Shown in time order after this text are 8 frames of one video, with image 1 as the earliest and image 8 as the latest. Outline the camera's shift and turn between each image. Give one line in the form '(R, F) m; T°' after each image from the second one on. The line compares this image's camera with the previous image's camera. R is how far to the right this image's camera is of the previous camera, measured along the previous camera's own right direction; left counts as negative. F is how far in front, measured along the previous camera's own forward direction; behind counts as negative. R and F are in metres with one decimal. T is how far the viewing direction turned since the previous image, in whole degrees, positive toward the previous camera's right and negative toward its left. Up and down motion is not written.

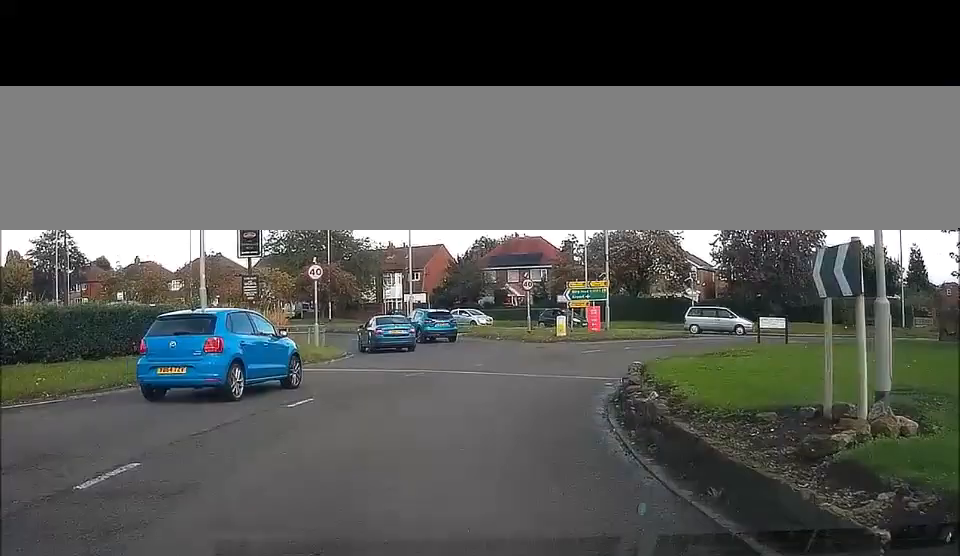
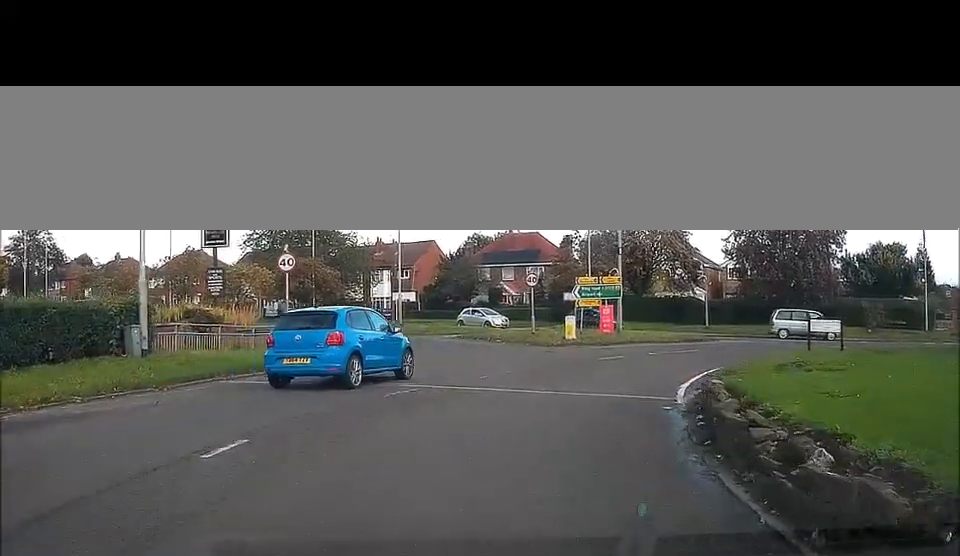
(-0.2, +4.4) m; +1°
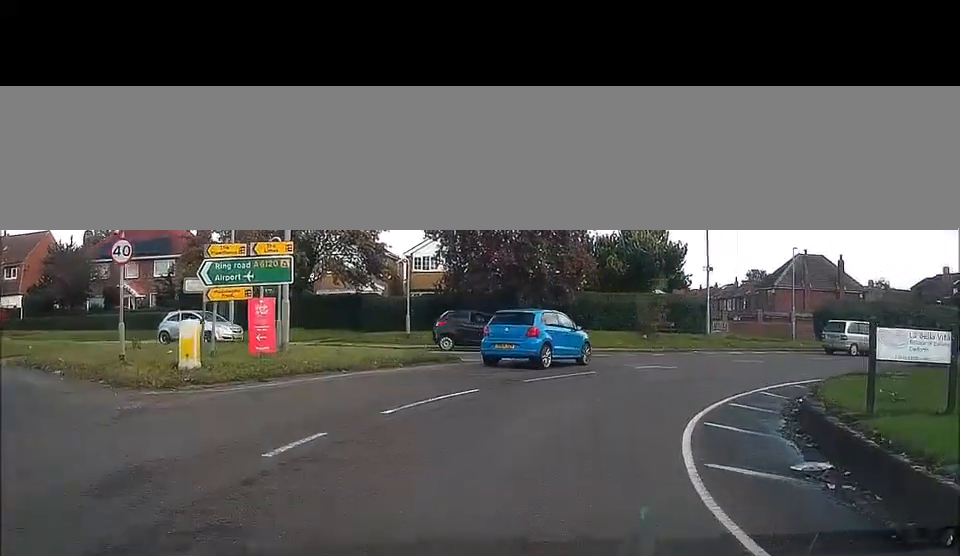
(+2.6, +18.3) m; +21°
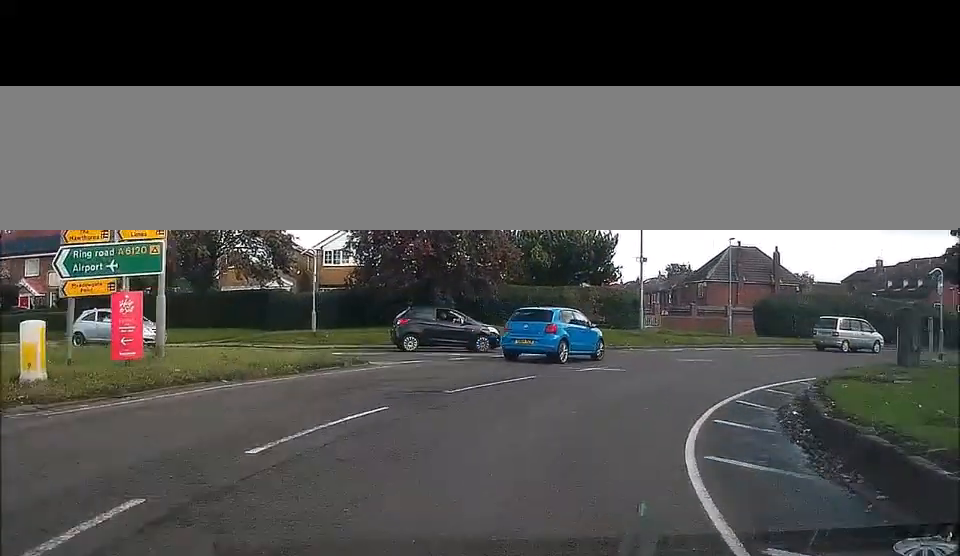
(+0.1, +3.7) m; +7°
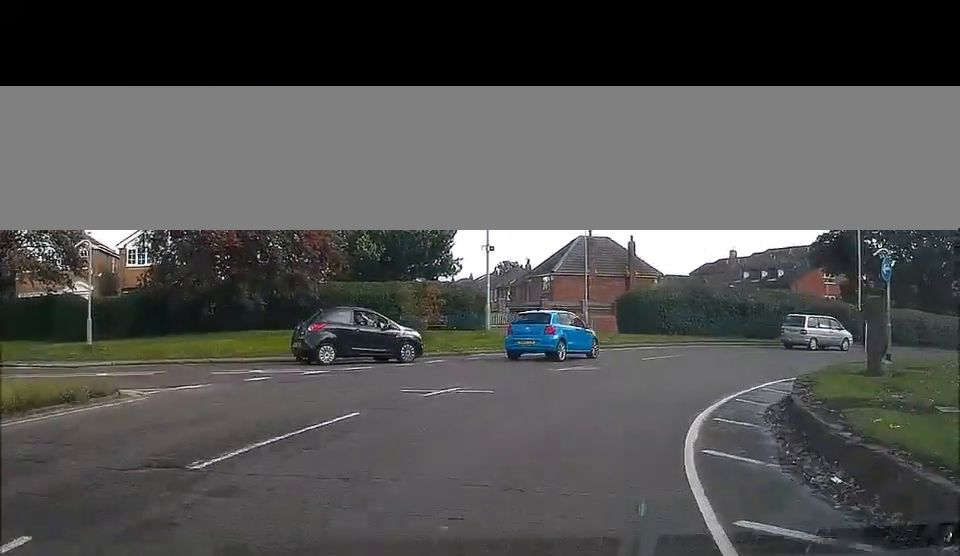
(+0.8, +6.9) m; +10°
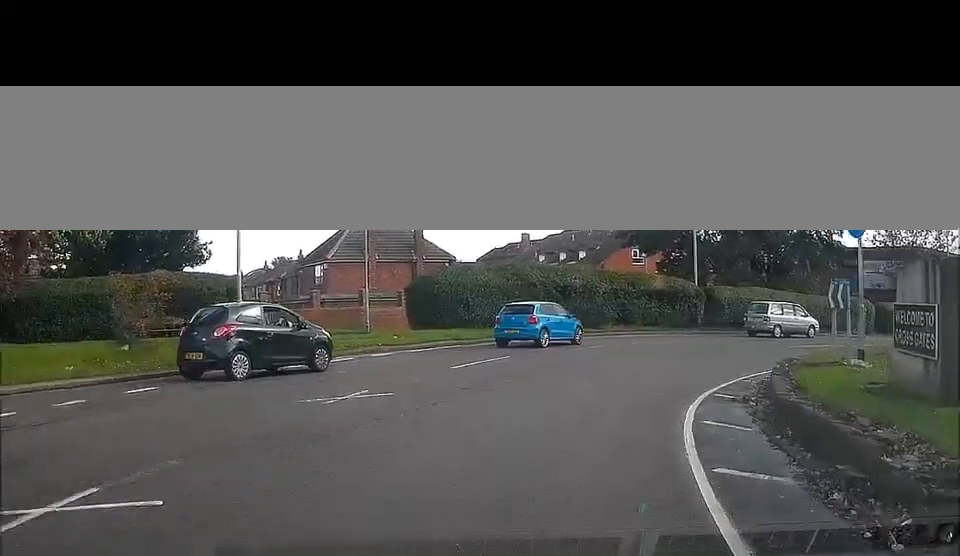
(+0.9, +10.2) m; +12°
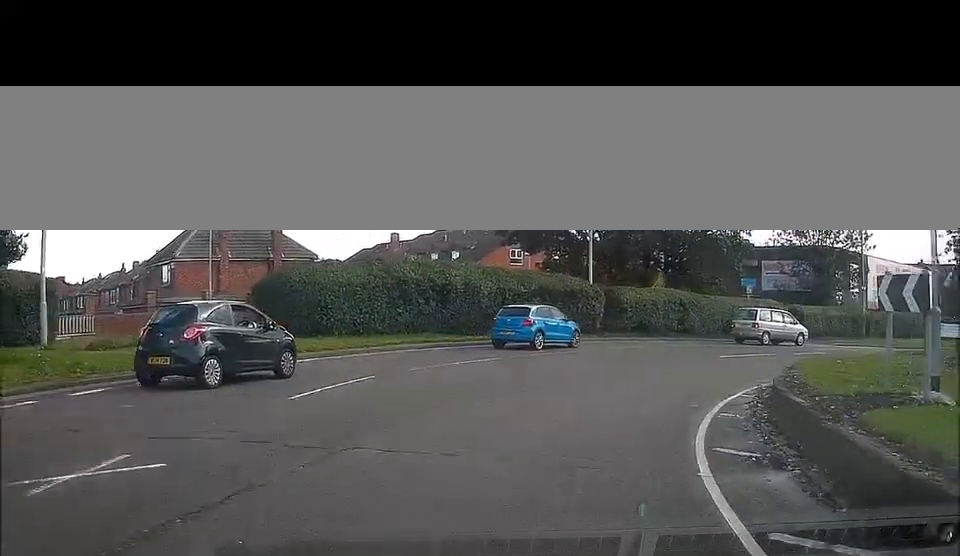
(+0.7, +5.7) m; +9°
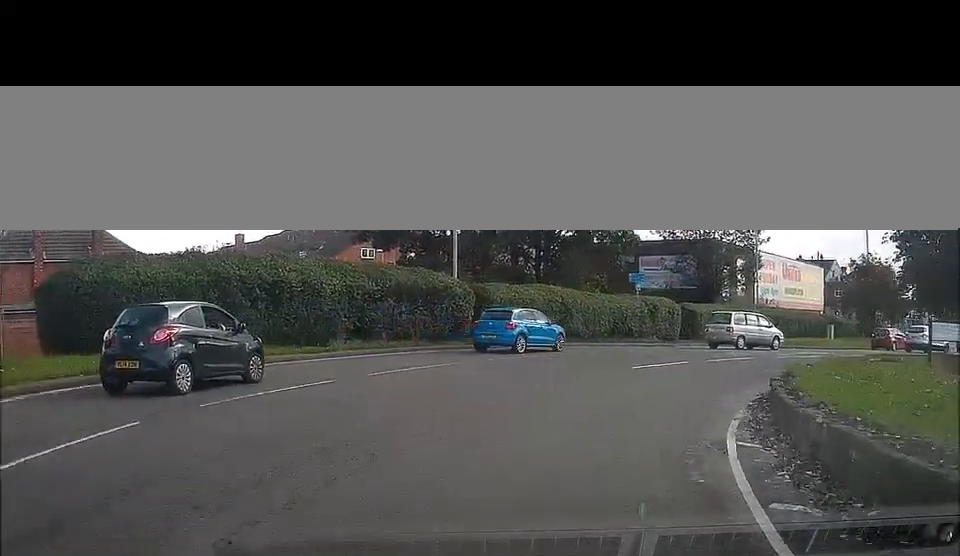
(+0.5, +5.0) m; +9°
